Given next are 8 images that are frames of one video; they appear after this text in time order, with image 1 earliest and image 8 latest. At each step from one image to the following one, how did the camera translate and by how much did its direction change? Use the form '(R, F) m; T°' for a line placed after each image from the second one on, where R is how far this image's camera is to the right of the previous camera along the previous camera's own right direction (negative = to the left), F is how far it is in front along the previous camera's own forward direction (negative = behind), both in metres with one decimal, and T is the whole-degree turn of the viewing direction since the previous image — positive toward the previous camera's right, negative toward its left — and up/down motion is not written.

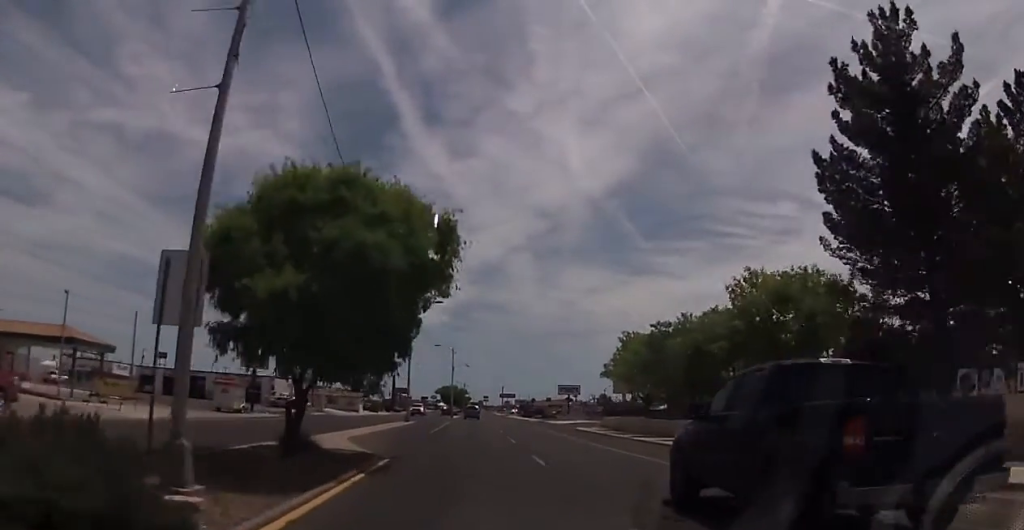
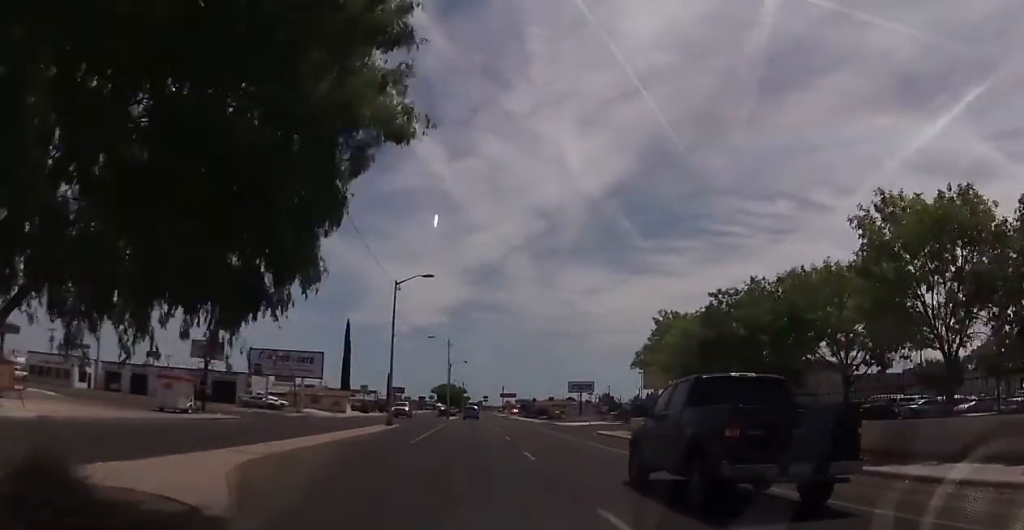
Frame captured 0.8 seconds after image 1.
(-0.1, +10.7) m; 0°
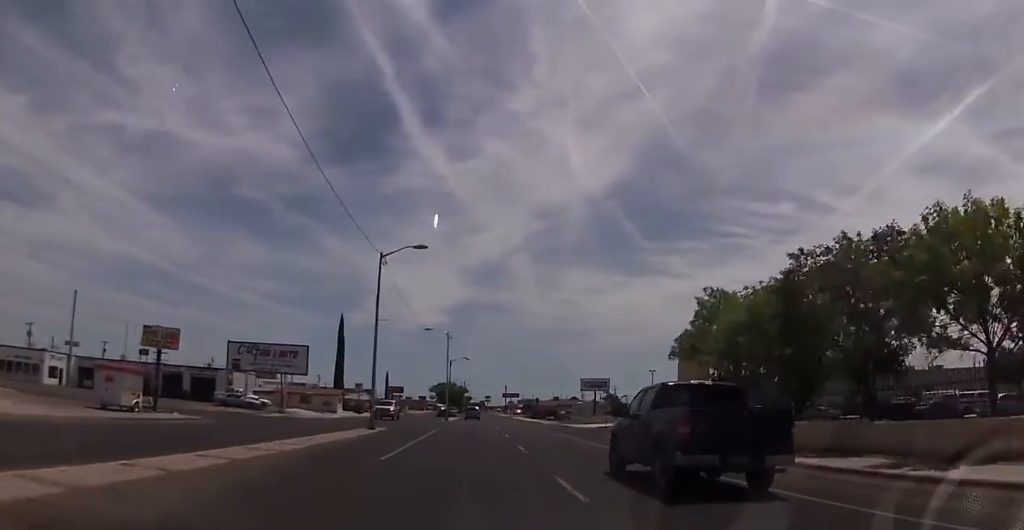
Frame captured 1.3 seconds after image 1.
(0.0, +8.0) m; 0°
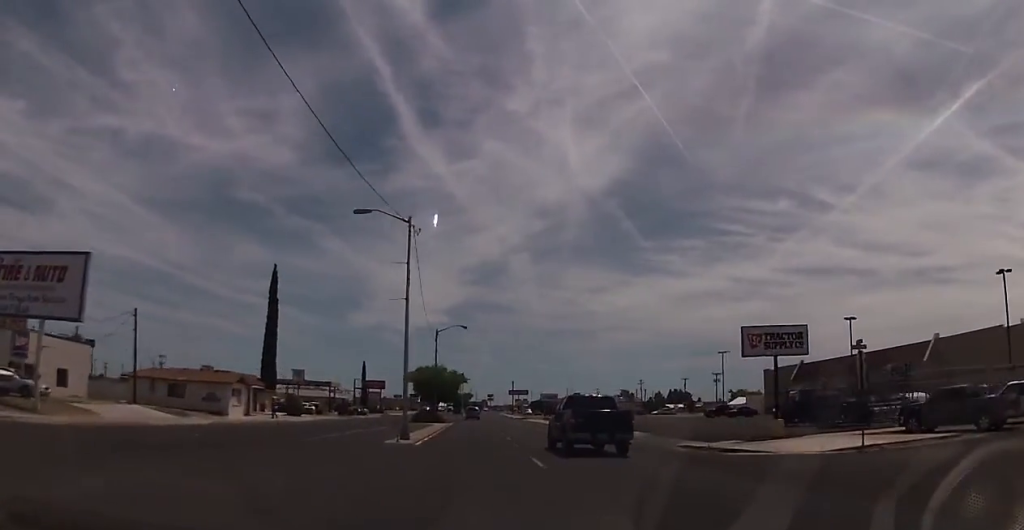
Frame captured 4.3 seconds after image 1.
(+1.2, +42.7) m; 0°
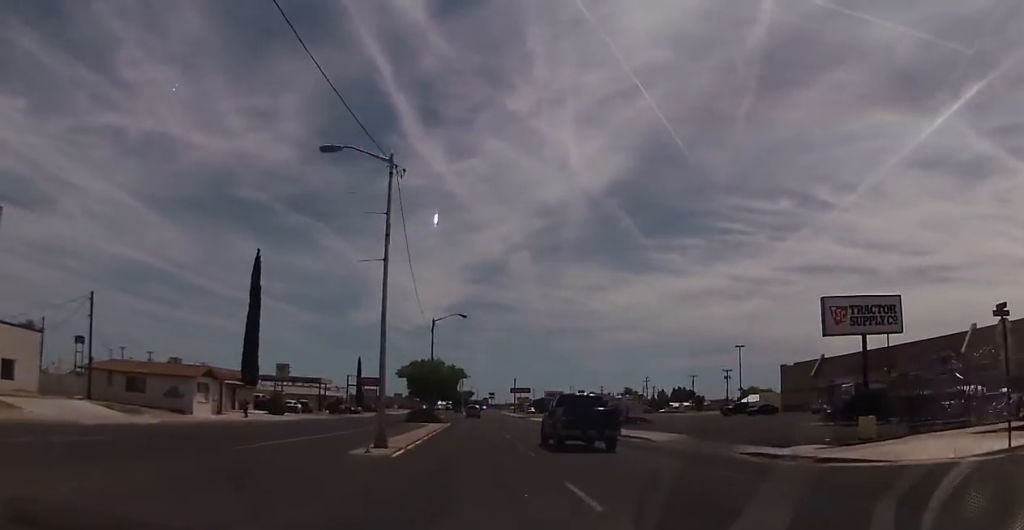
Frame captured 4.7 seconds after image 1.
(0.0, +7.1) m; 0°
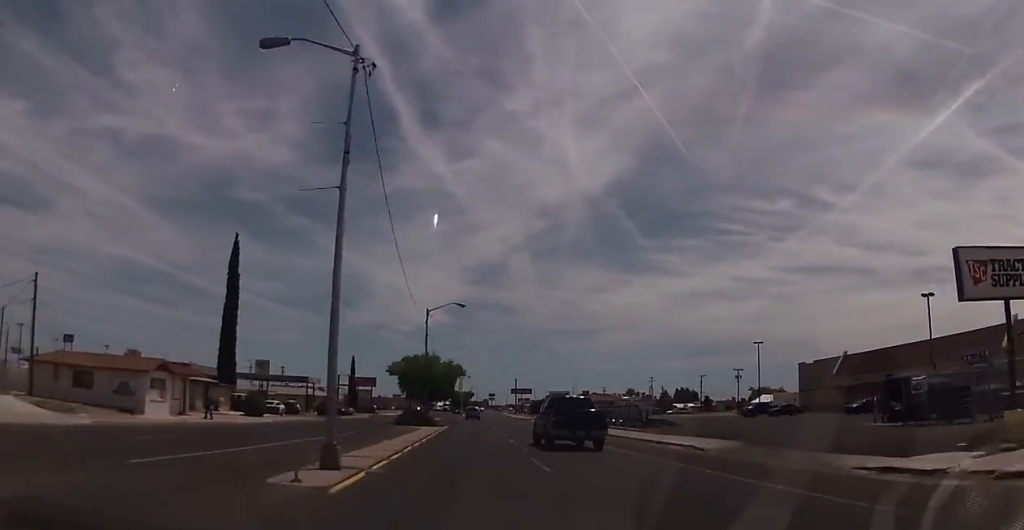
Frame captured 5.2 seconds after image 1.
(0.0, +7.1) m; 0°
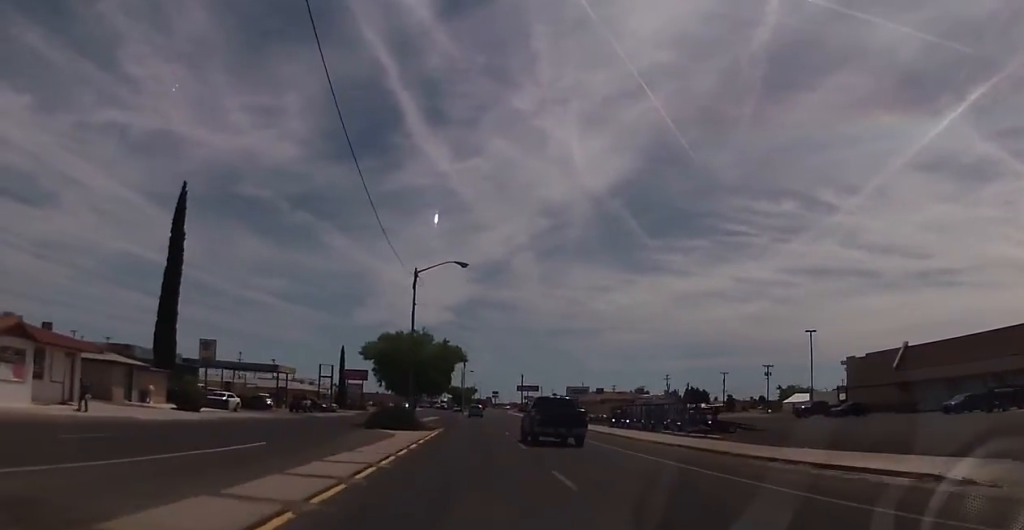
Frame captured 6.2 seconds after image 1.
(0.0, +14.7) m; 0°
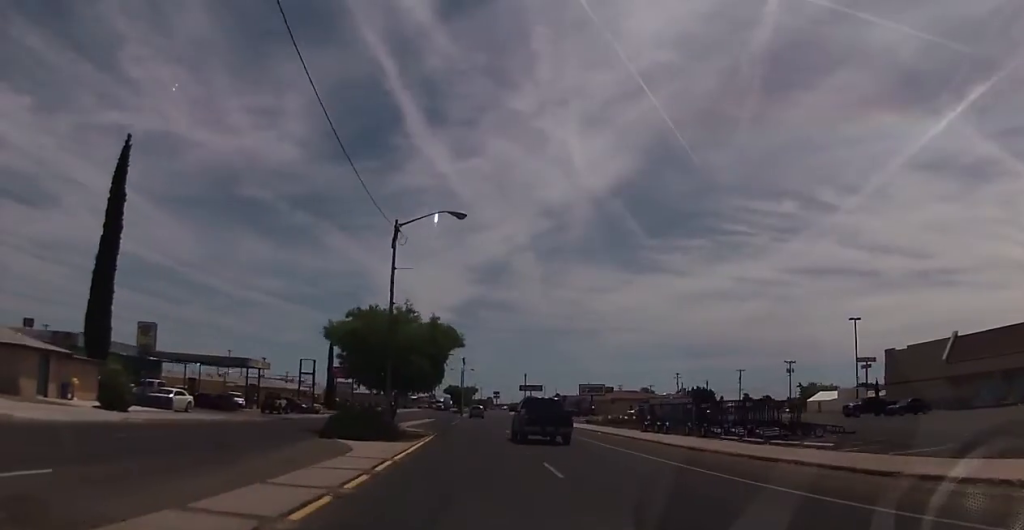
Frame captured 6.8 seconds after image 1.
(0.0, +10.3) m; 0°
